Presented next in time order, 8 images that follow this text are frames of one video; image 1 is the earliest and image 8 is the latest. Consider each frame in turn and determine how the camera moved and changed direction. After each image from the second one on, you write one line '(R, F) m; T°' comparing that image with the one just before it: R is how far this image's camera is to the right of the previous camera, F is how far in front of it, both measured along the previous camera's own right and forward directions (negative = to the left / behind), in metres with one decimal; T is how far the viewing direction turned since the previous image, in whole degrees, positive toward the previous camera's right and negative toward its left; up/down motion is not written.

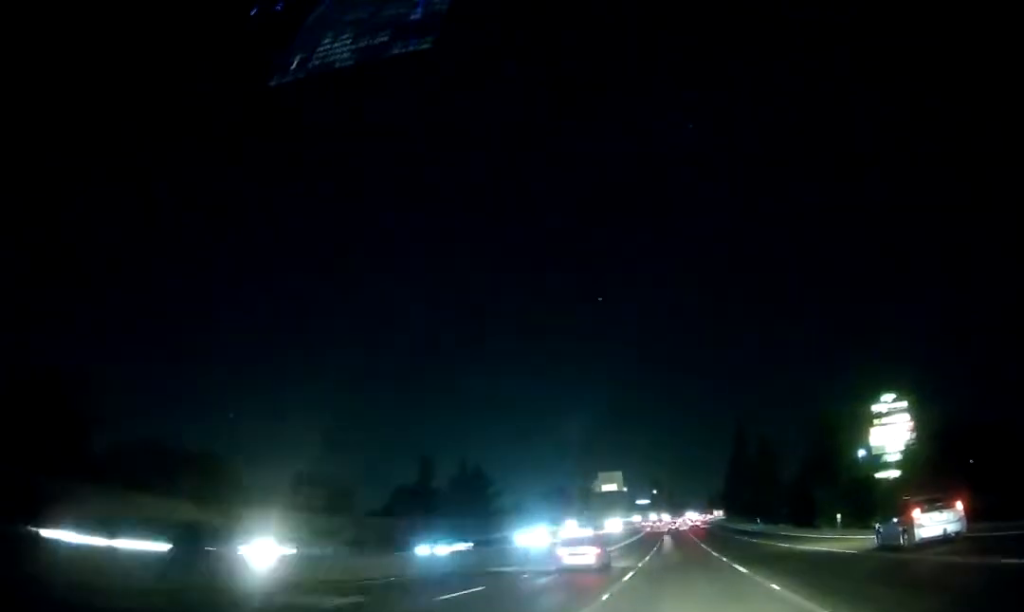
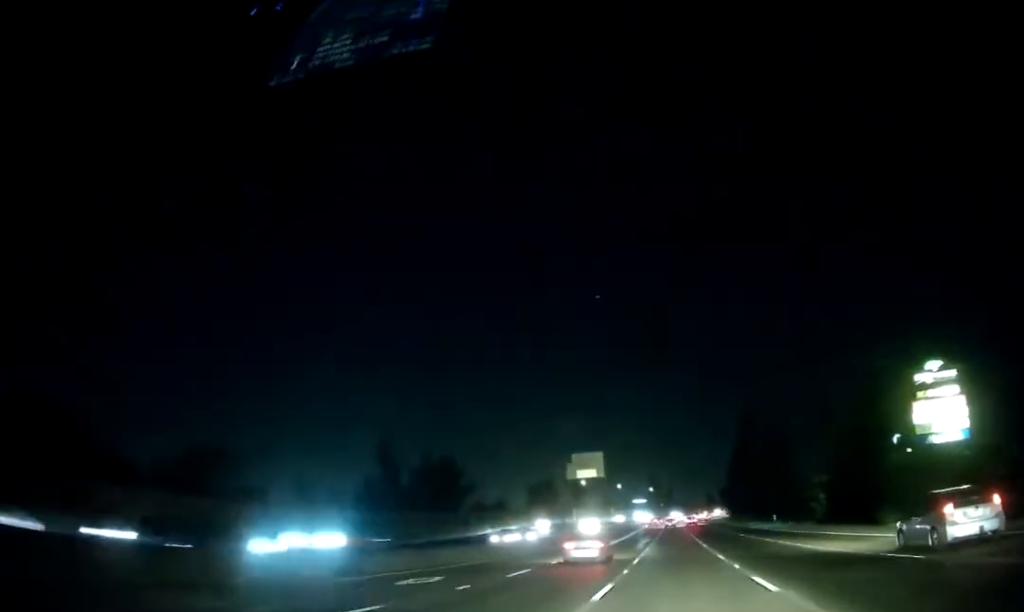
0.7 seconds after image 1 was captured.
(+0.1, +20.3) m; +1°
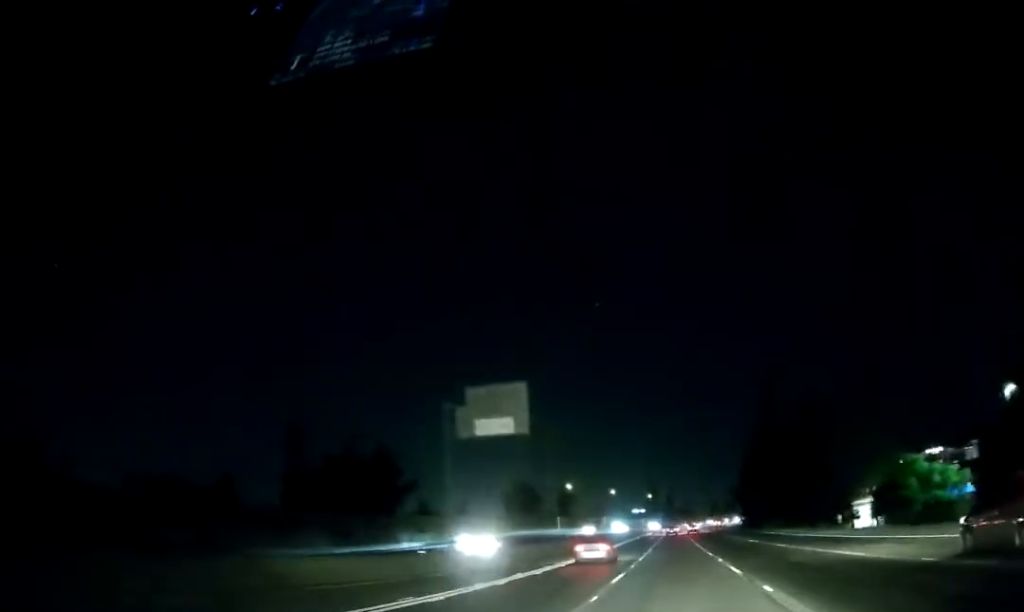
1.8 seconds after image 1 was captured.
(+0.2, +36.2) m; 0°
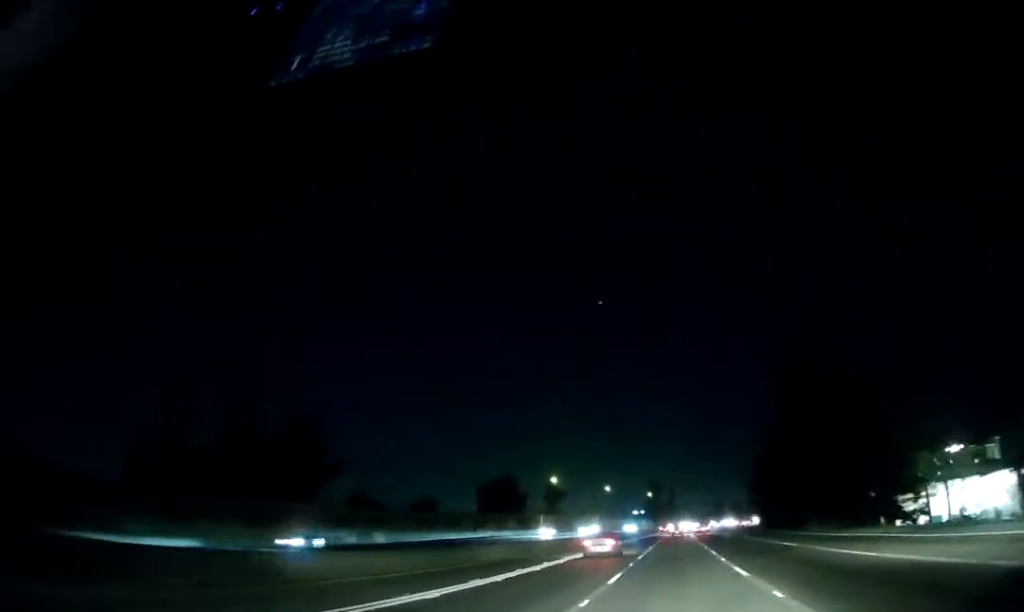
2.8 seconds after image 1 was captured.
(-0.2, +29.5) m; 0°
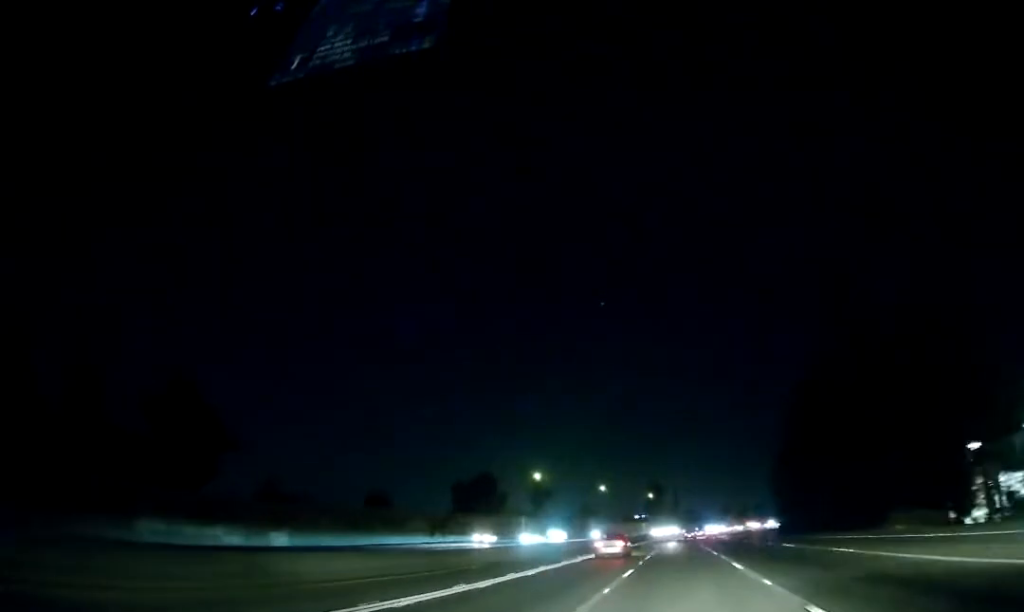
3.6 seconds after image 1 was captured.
(+0.3, +26.5) m; 0°
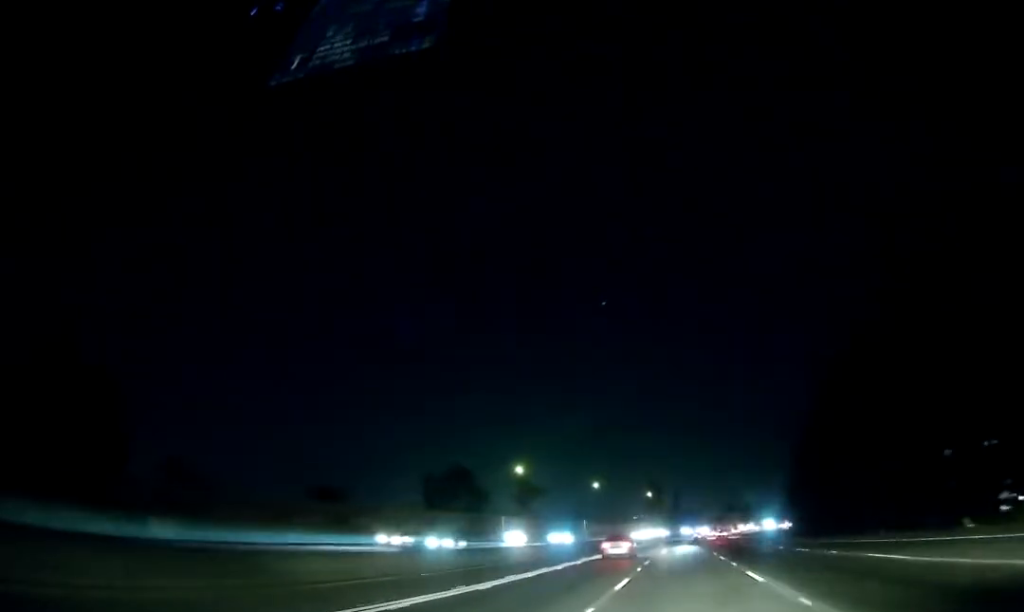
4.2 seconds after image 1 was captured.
(-0.1, +18.1) m; 0°
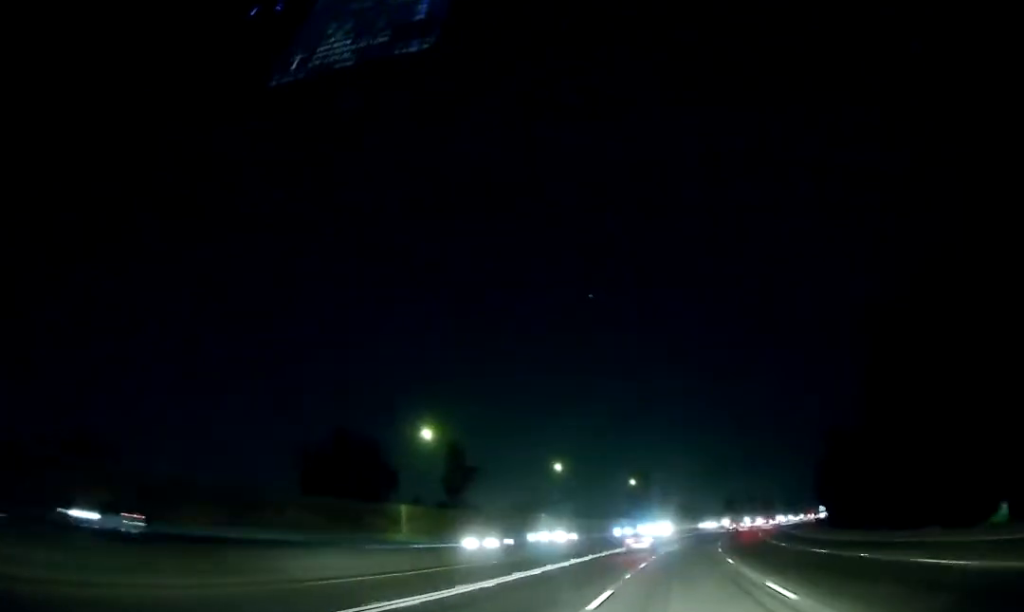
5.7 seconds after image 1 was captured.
(-0.4, +49.0) m; 0°
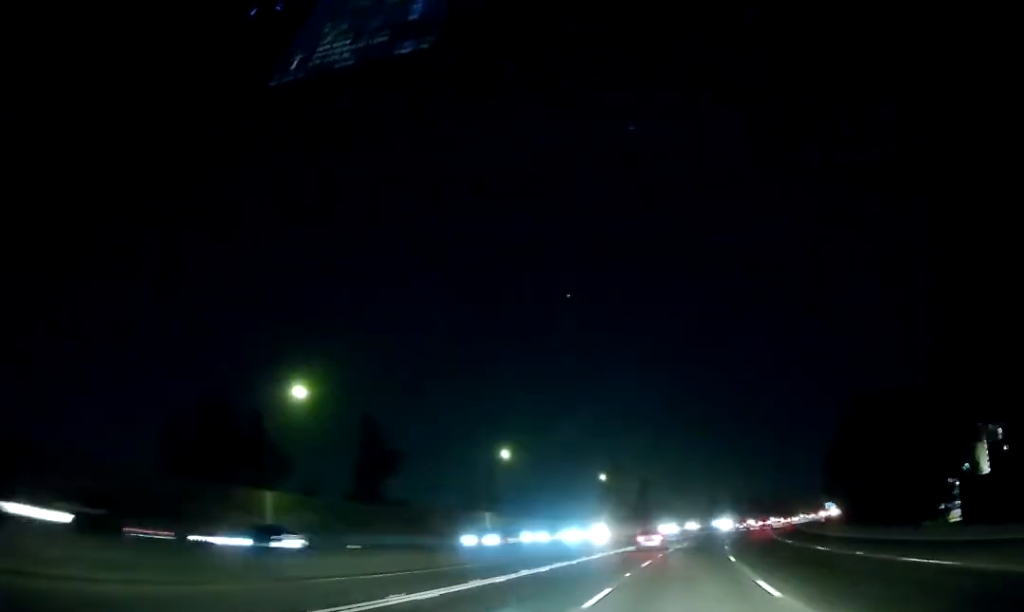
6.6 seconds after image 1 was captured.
(+0.2, +28.8) m; 0°
